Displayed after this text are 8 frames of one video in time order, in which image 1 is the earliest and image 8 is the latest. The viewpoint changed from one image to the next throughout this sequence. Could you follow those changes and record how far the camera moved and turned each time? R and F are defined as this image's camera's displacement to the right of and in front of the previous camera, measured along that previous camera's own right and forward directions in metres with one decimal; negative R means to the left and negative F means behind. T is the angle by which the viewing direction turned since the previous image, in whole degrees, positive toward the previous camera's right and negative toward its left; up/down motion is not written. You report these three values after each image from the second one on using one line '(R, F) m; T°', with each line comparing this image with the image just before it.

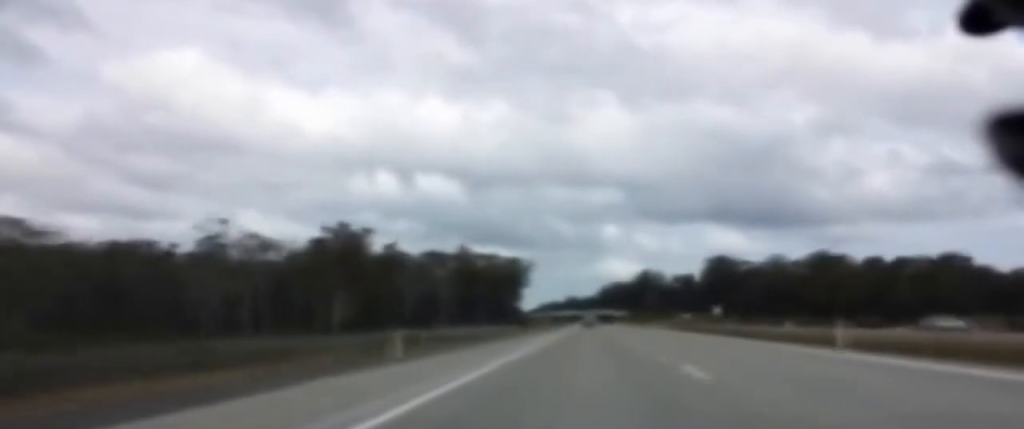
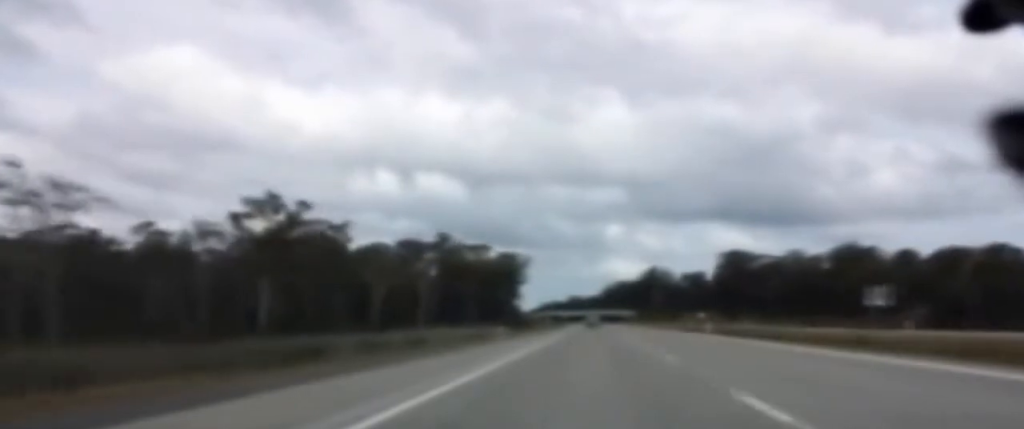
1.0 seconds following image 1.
(0.0, +30.4) m; 0°
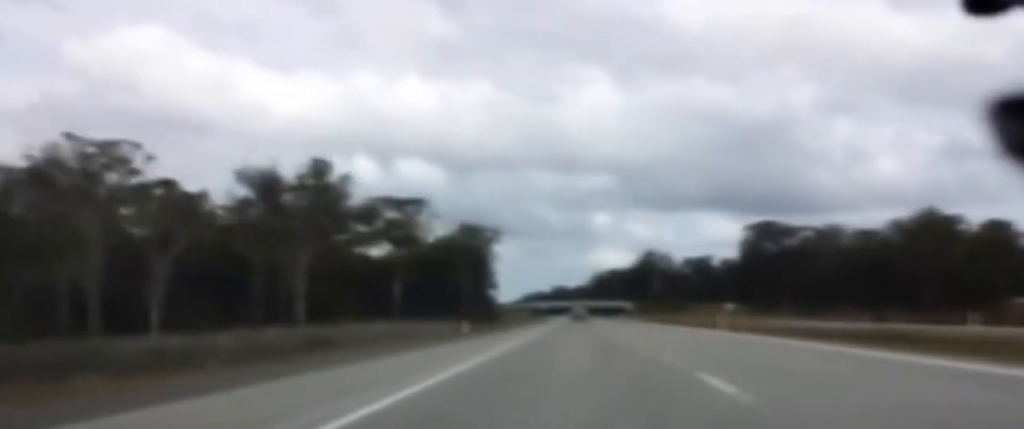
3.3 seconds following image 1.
(+0.1, +69.8) m; 0°
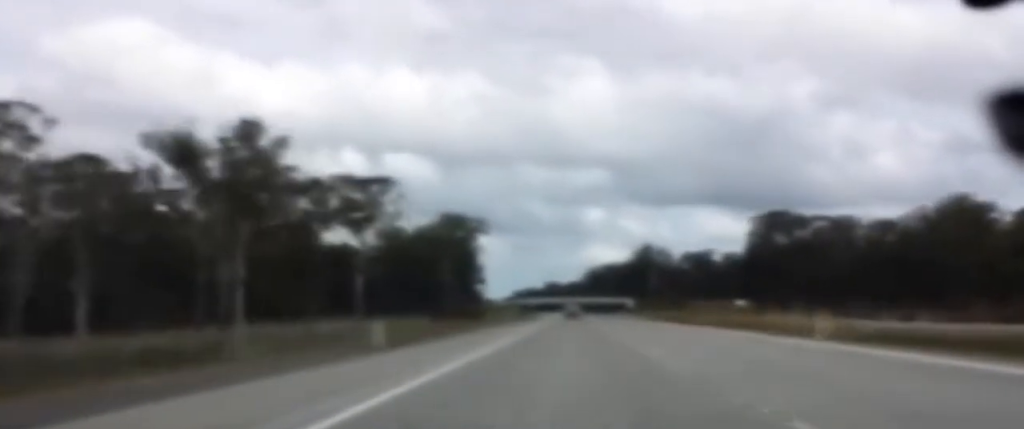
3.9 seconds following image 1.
(-0.1, +18.2) m; 0°
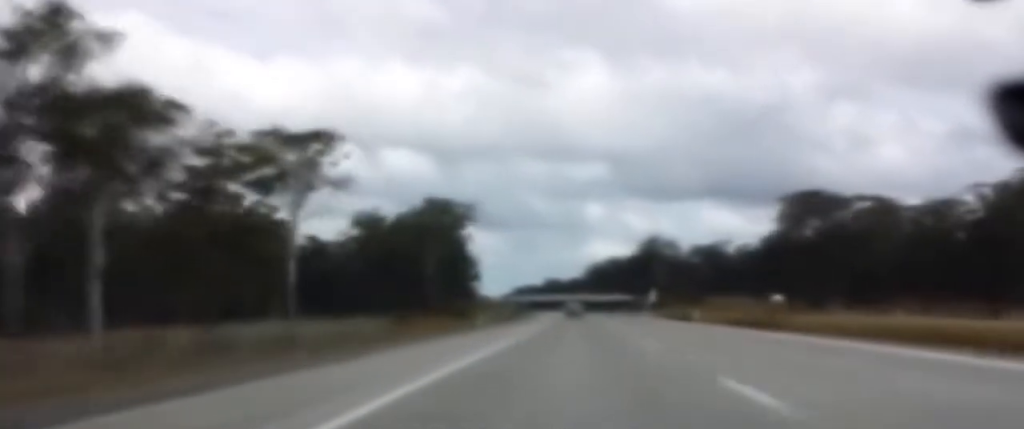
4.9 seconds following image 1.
(+0.1, +31.4) m; 0°
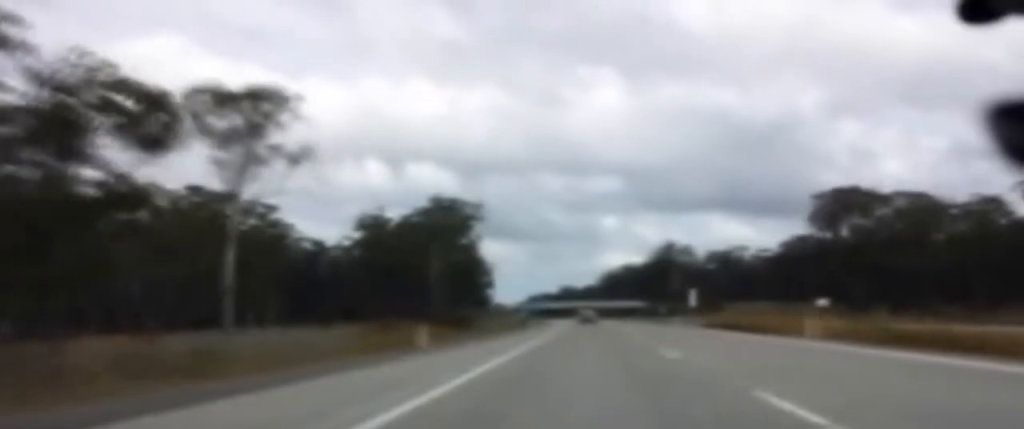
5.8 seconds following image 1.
(-0.1, +25.4) m; 0°
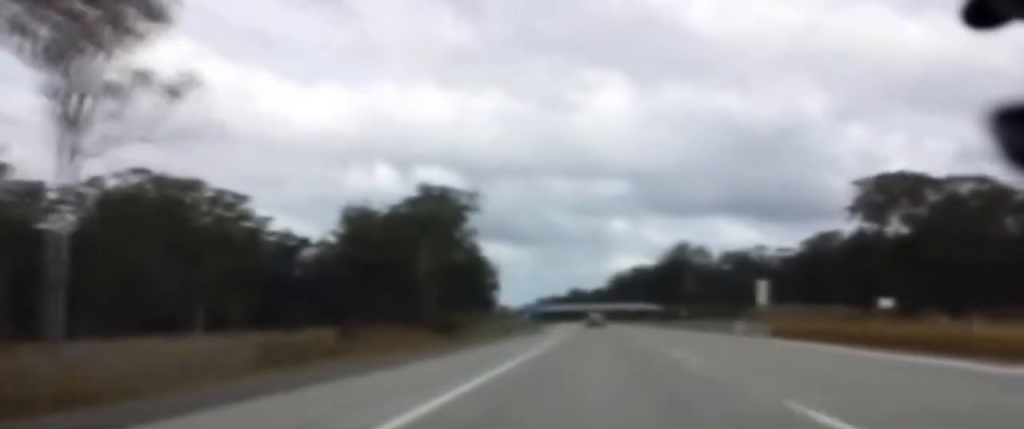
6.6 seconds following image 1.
(0.0, +25.4) m; 0°
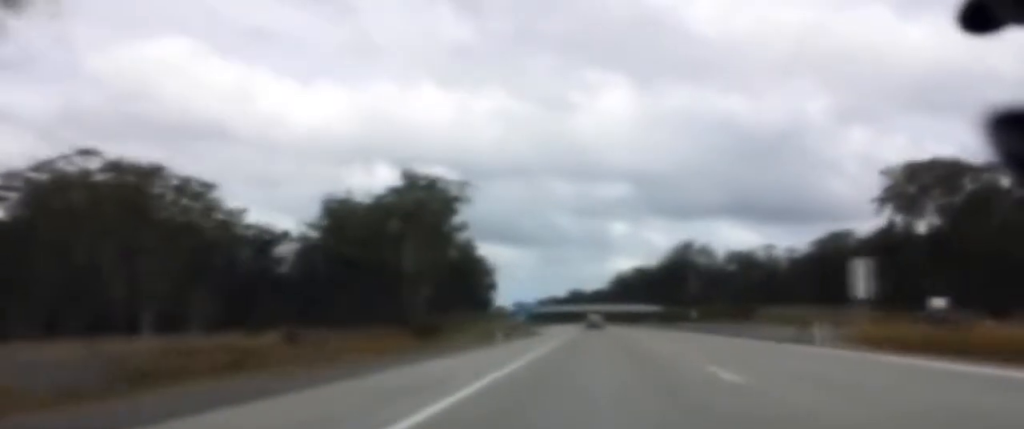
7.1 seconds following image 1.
(+0.1, +16.3) m; 0°
